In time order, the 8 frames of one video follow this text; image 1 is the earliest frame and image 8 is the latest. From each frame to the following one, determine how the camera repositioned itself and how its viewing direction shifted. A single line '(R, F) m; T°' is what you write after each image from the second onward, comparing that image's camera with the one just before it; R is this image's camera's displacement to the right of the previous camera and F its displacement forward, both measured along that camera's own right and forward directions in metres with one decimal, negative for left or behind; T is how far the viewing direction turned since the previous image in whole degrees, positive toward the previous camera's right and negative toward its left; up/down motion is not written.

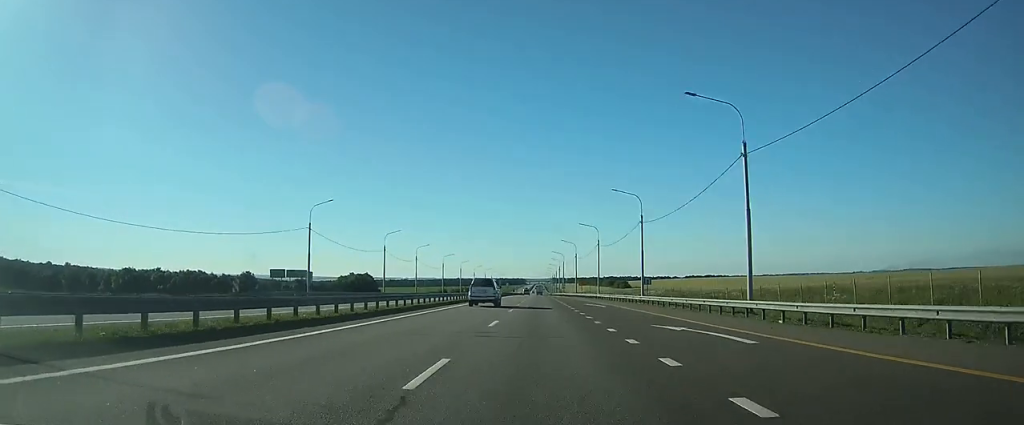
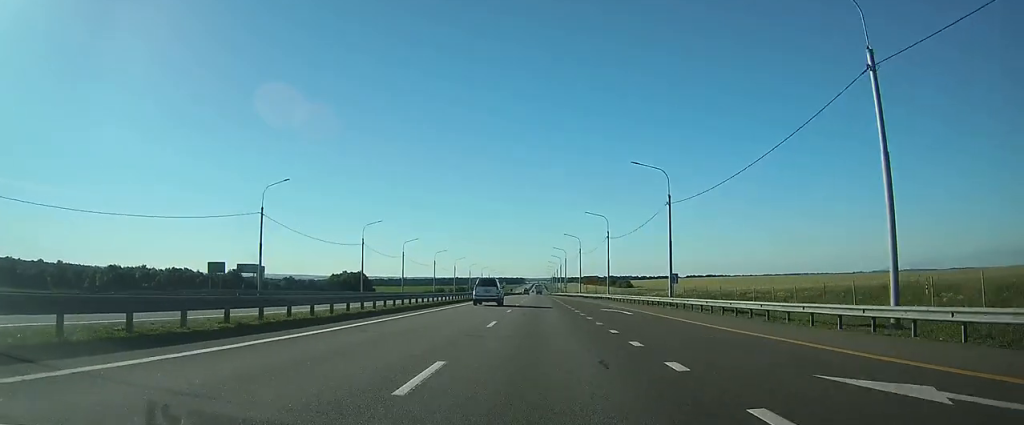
(0.0, +12.5) m; 0°
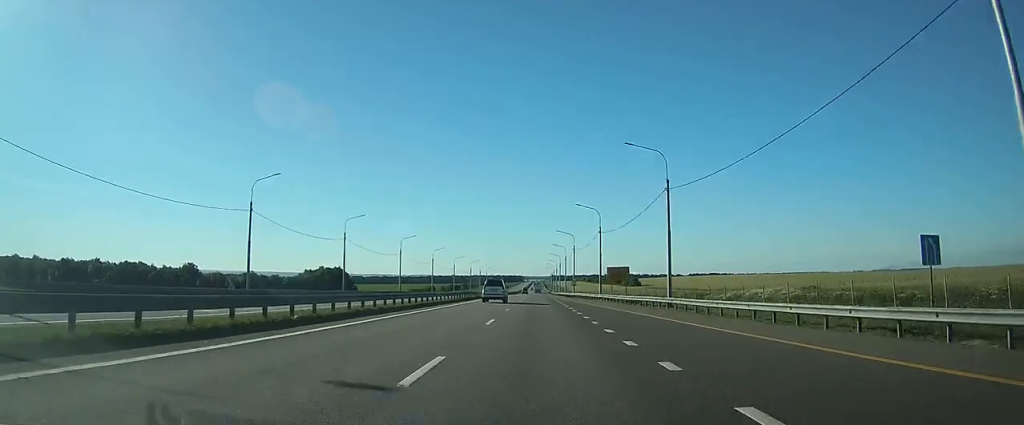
(+0.1, +35.6) m; 0°
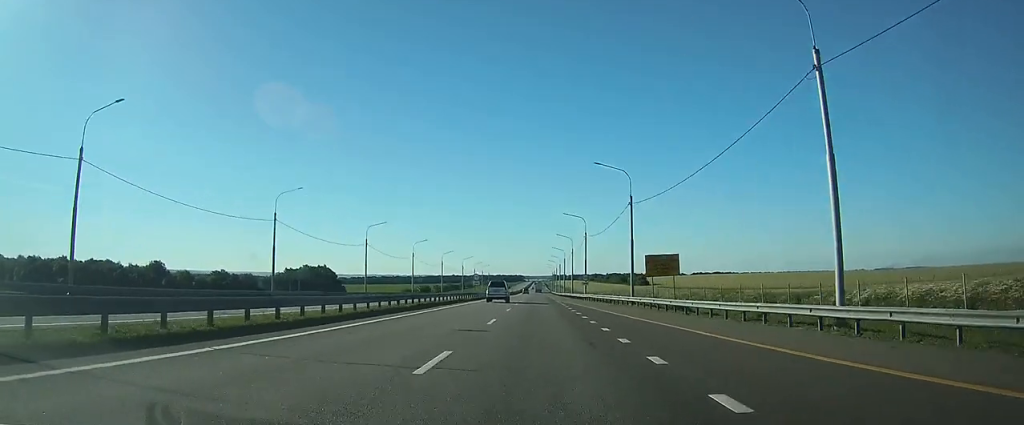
(0.0, +23.0) m; 0°
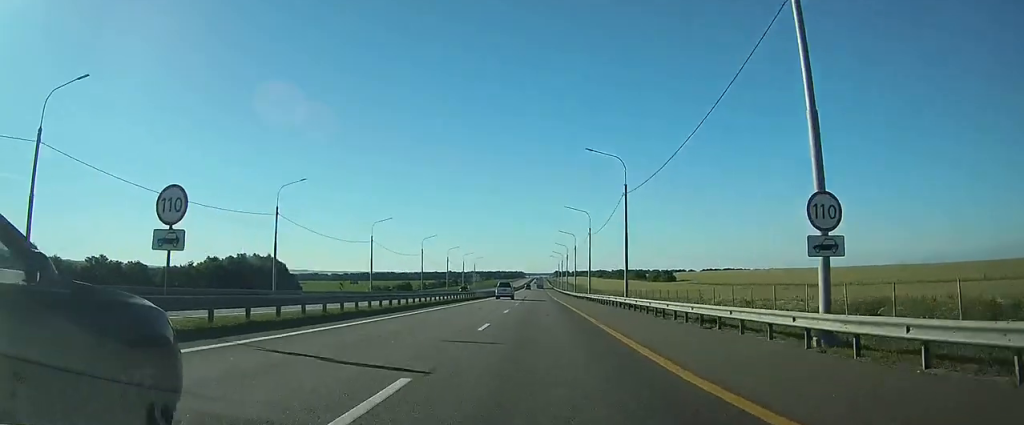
(-0.1, +64.0) m; 0°
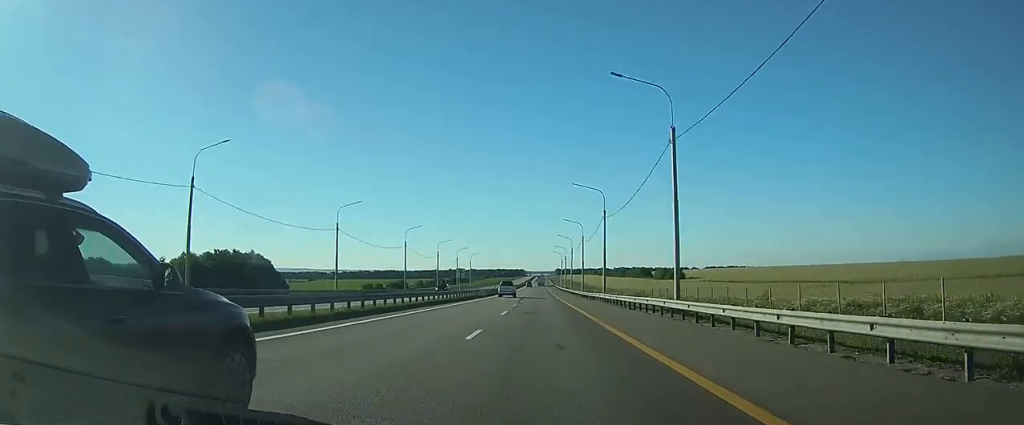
(0.0, +15.2) m; 0°
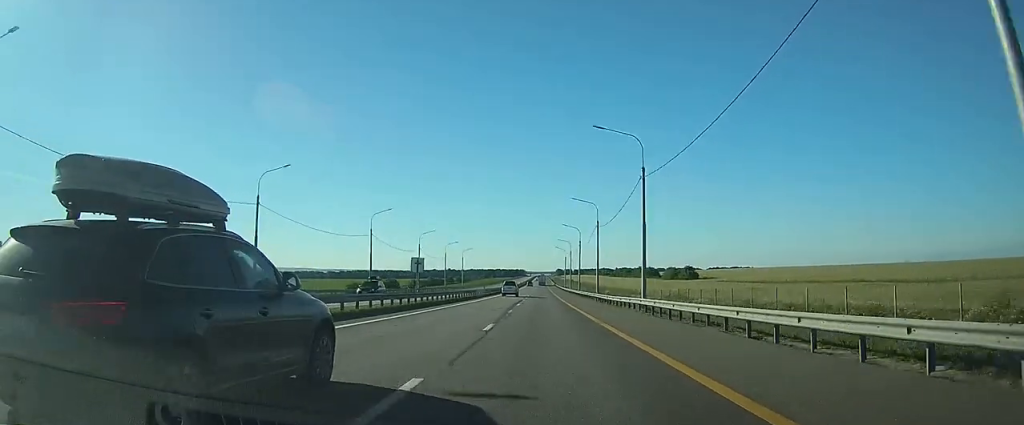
(0.0, +20.9) m; 0°
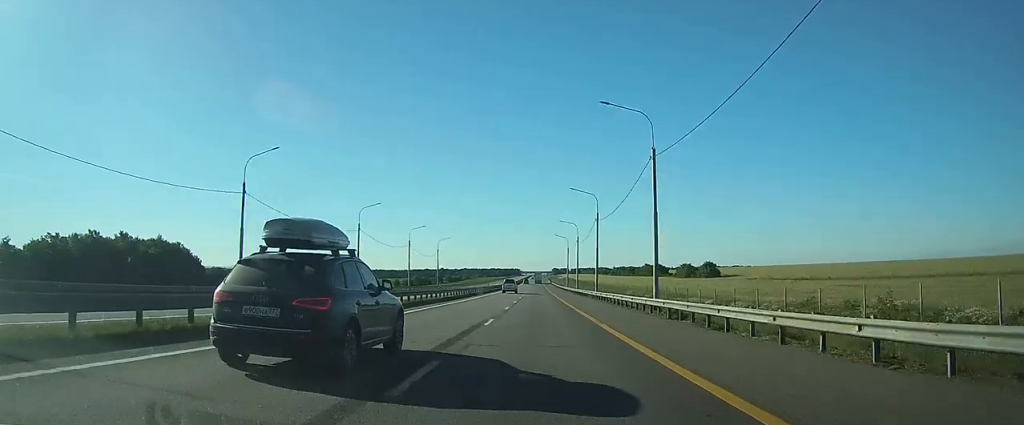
(-0.2, +34.2) m; 0°
